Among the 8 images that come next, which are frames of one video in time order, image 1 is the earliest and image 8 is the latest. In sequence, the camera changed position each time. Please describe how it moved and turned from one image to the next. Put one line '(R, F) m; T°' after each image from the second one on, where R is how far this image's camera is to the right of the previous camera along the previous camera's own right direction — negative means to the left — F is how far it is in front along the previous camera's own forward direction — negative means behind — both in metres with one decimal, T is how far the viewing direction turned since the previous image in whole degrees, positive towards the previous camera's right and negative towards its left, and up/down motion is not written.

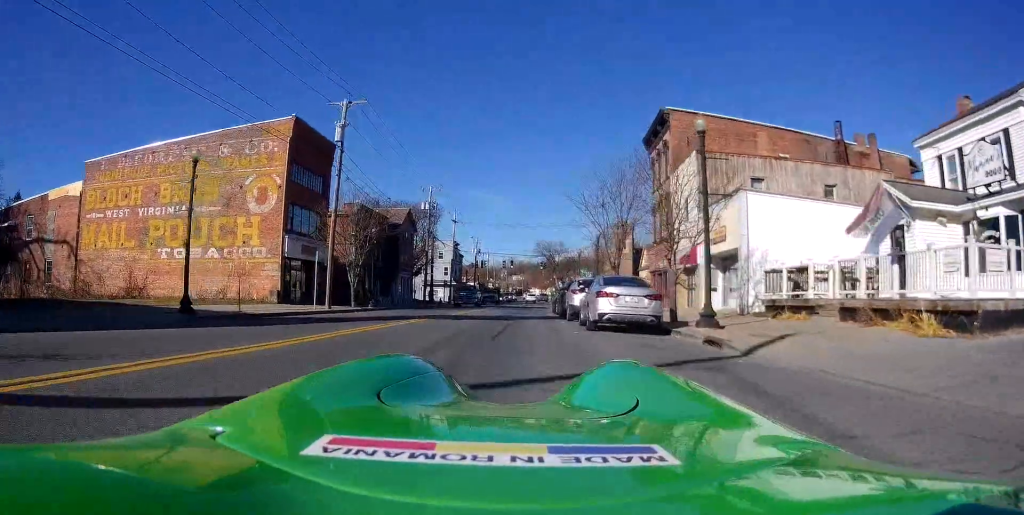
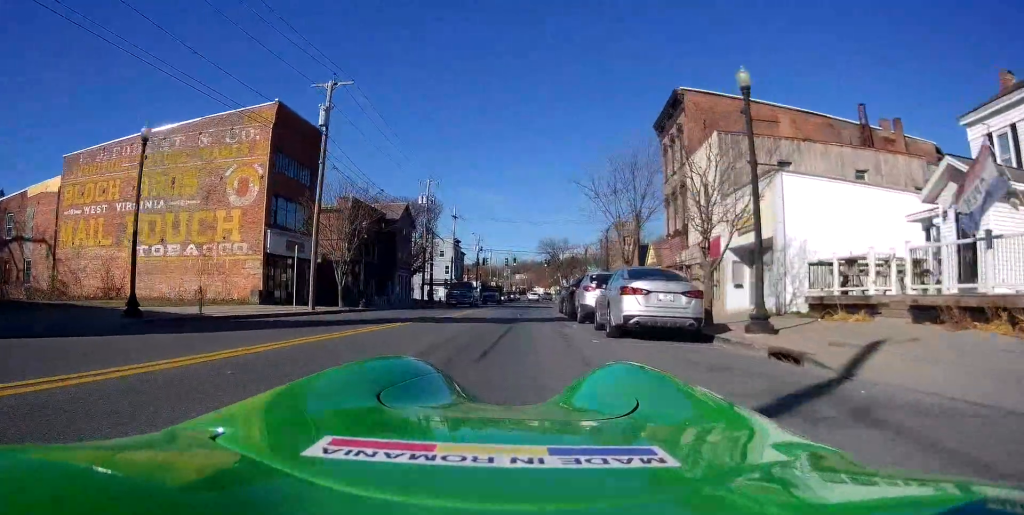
(+0.1, +3.5) m; +1°
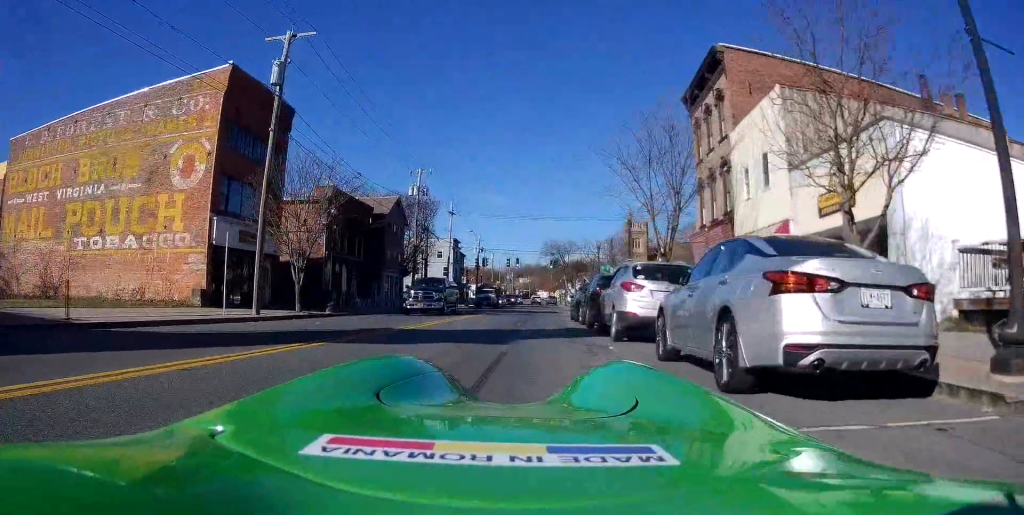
(+0.2, +7.0) m; +2°
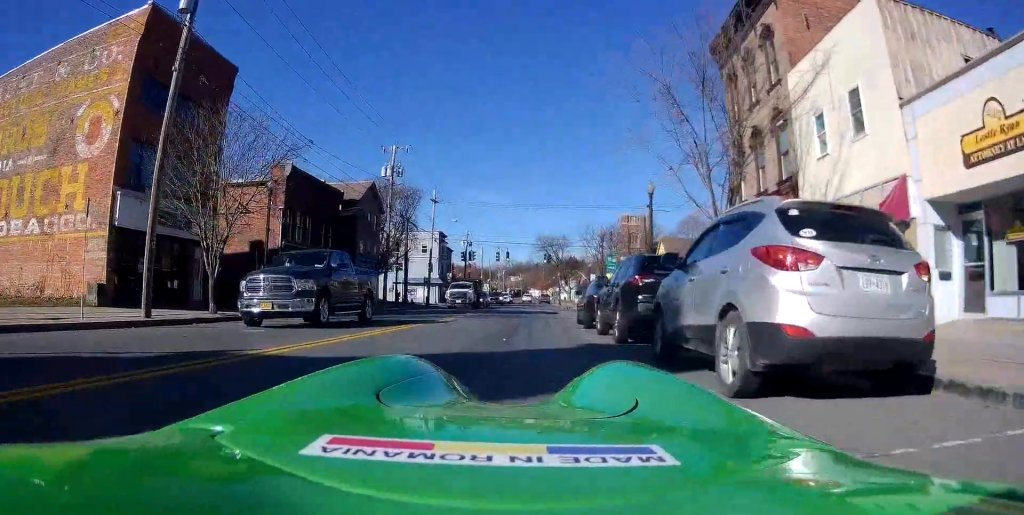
(0.0, +7.0) m; 0°
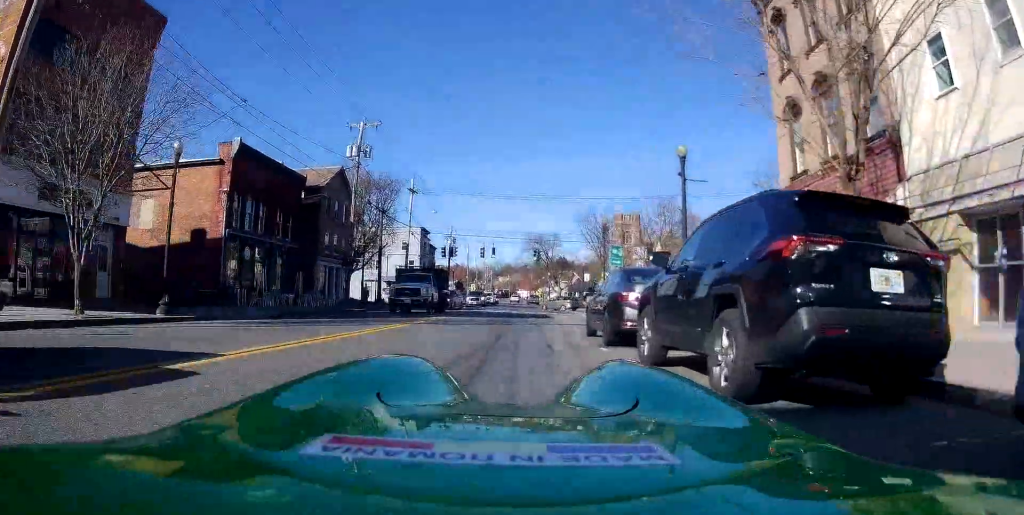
(0.0, +6.4) m; -2°
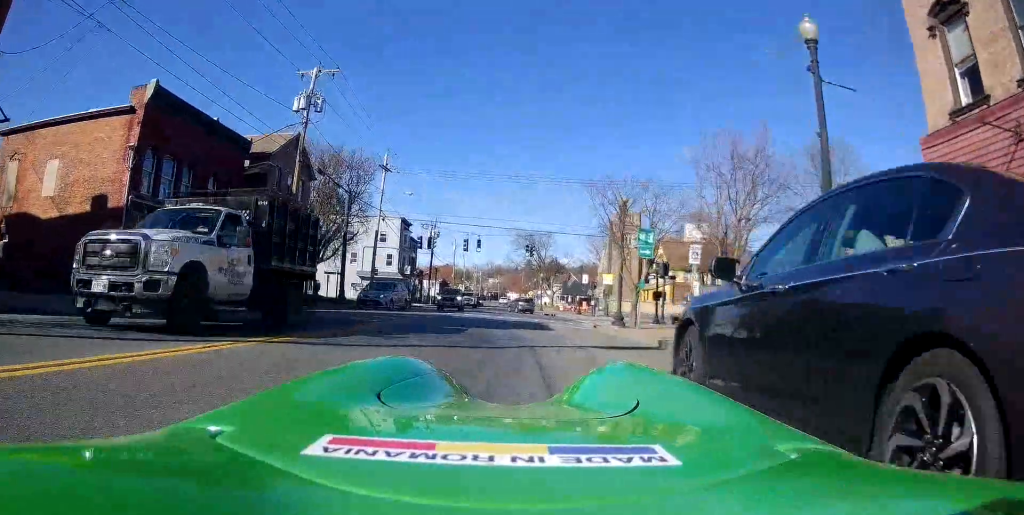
(-0.1, +8.5) m; +1°
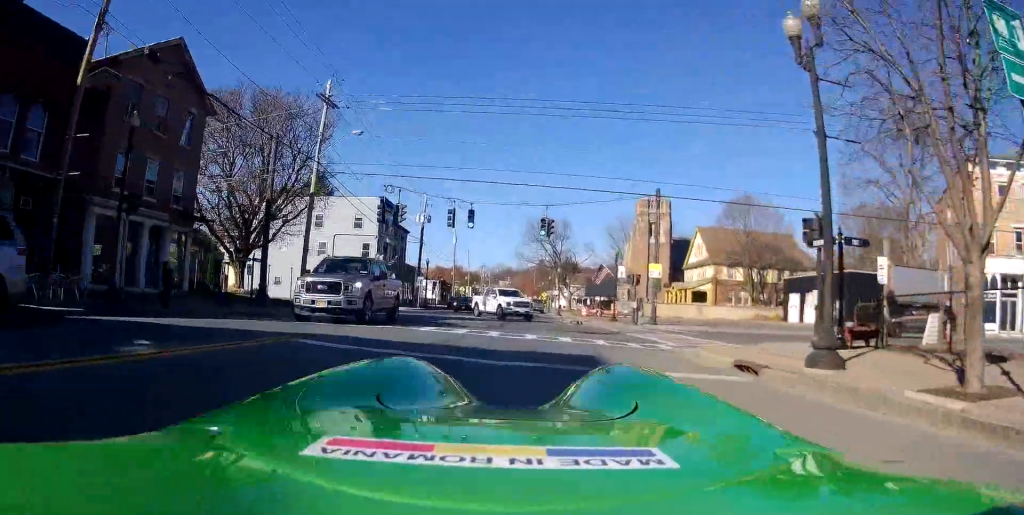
(-1.7, +16.1) m; -7°
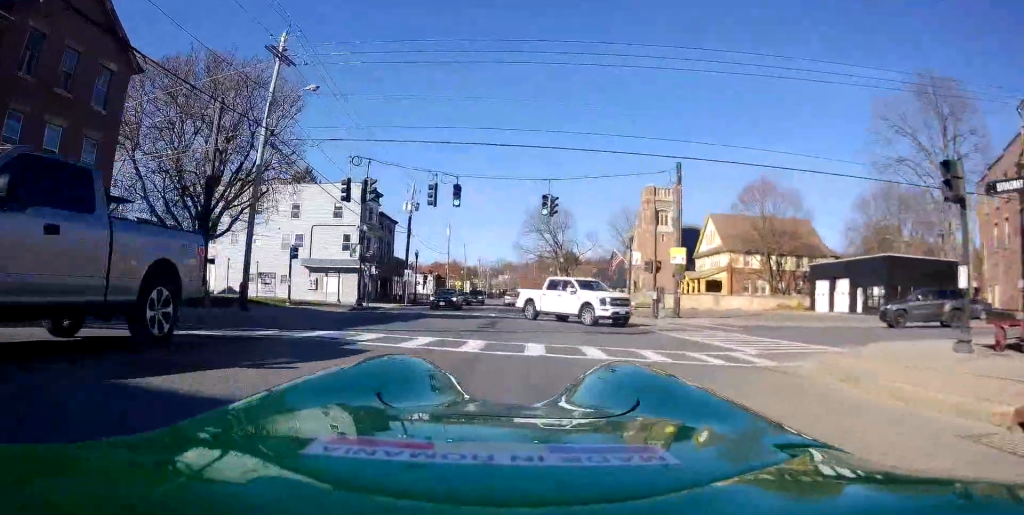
(+0.4, +6.3) m; +7°
